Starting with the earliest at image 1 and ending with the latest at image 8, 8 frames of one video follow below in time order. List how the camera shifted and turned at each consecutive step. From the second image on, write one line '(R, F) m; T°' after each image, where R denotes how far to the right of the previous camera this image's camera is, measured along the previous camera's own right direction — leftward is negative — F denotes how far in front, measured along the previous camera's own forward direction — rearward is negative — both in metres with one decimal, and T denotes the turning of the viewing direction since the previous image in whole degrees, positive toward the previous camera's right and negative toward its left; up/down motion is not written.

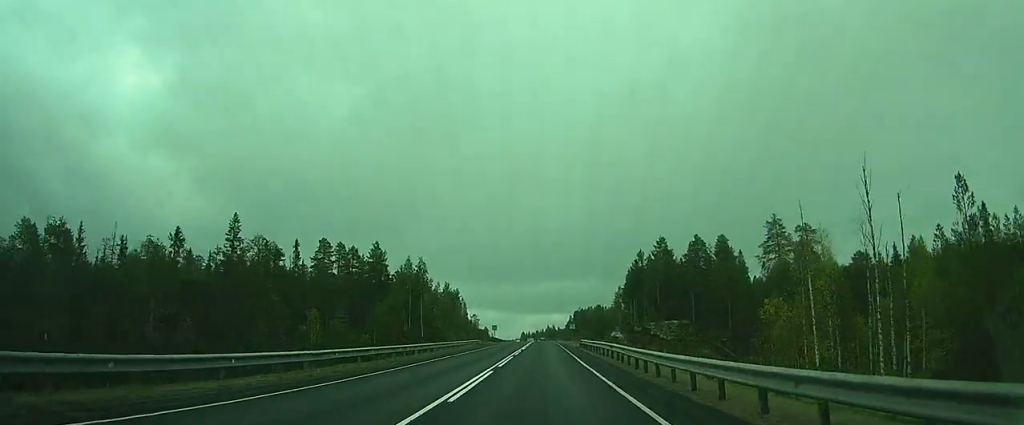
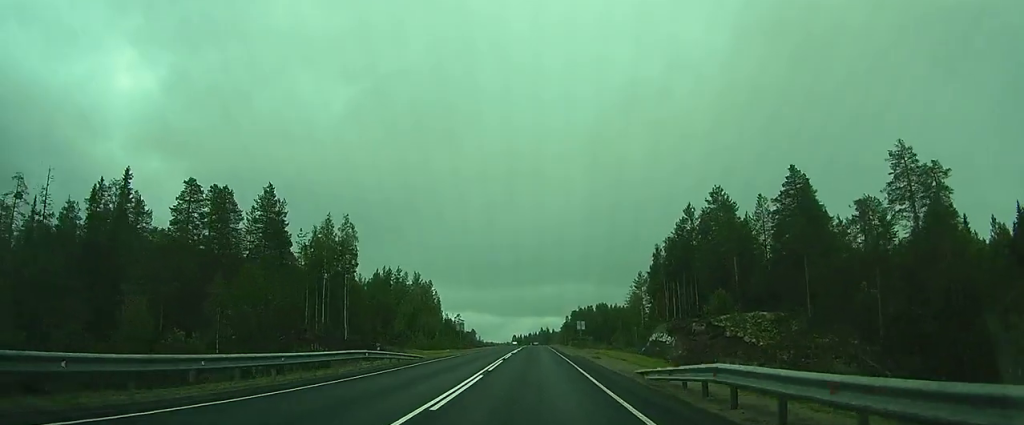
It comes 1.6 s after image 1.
(0.0, +33.9) m; 0°
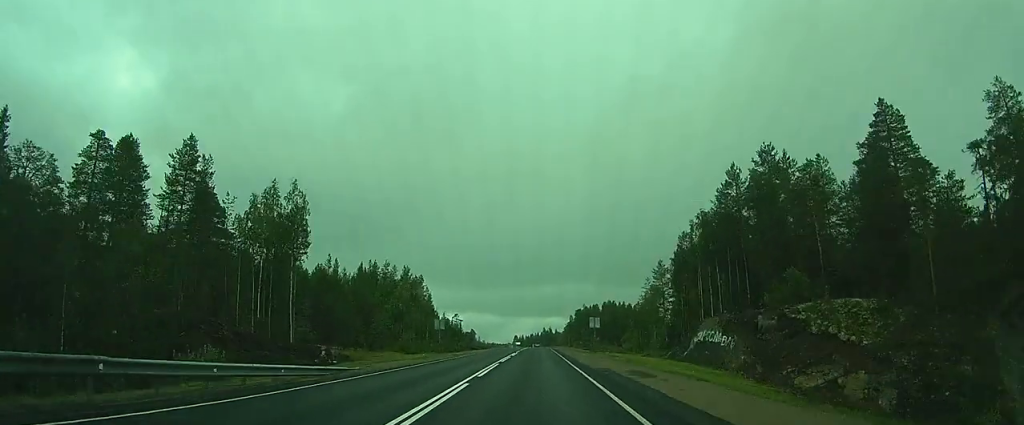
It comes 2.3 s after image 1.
(0.0, +13.5) m; 0°
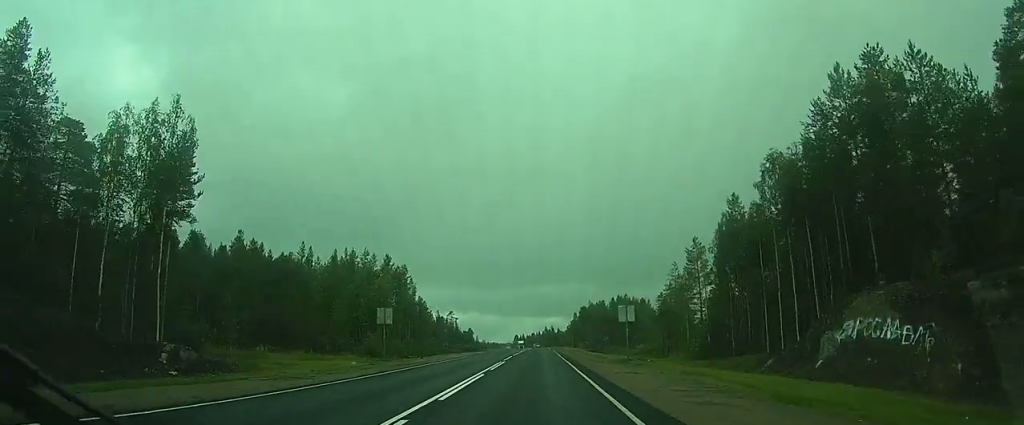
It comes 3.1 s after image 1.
(0.0, +16.6) m; 0°
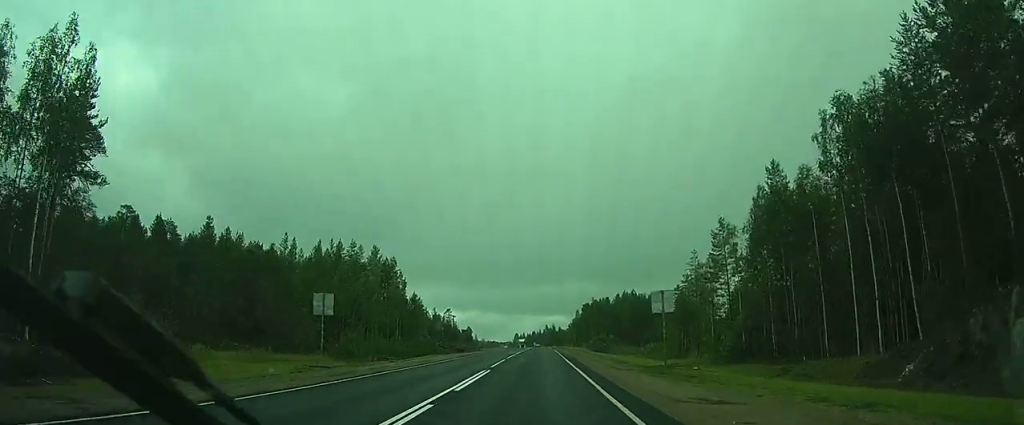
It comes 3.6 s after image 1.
(-0.1, +8.4) m; +1°
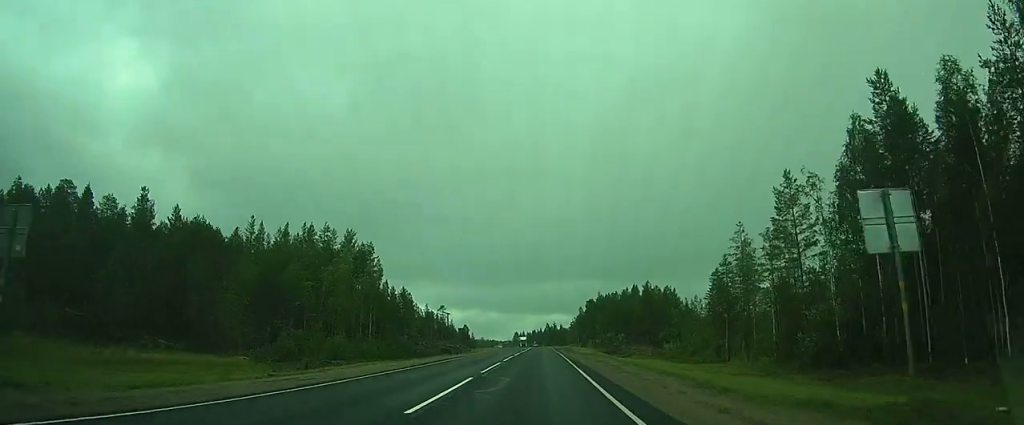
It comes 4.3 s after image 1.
(+0.1, +13.4) m; +2°
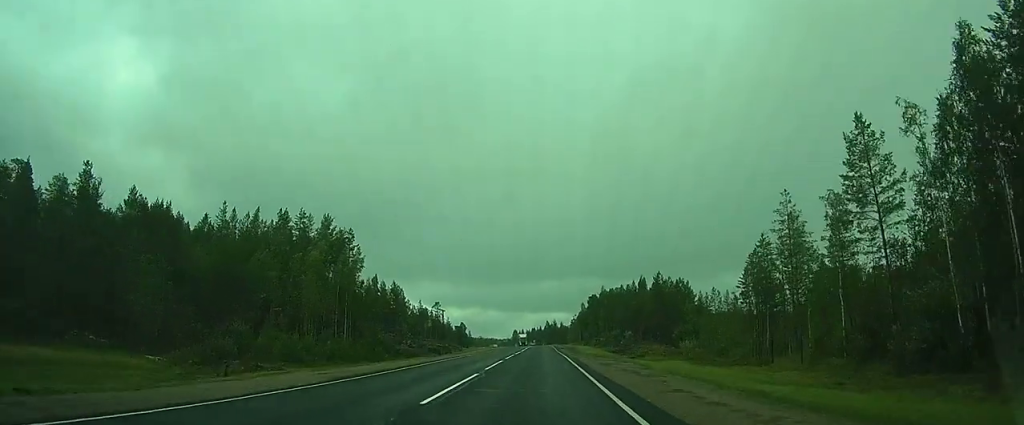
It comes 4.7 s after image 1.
(+0.4, +8.8) m; +2°
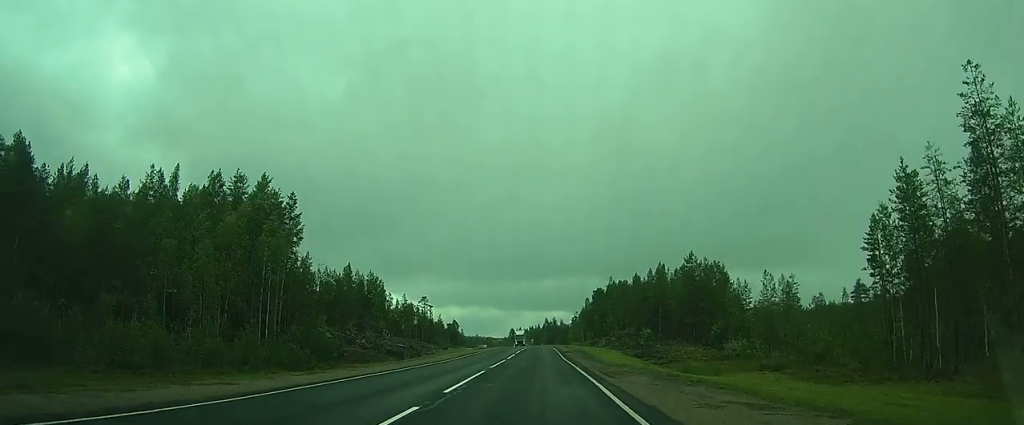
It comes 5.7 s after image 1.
(+0.4, +17.6) m; +1°
